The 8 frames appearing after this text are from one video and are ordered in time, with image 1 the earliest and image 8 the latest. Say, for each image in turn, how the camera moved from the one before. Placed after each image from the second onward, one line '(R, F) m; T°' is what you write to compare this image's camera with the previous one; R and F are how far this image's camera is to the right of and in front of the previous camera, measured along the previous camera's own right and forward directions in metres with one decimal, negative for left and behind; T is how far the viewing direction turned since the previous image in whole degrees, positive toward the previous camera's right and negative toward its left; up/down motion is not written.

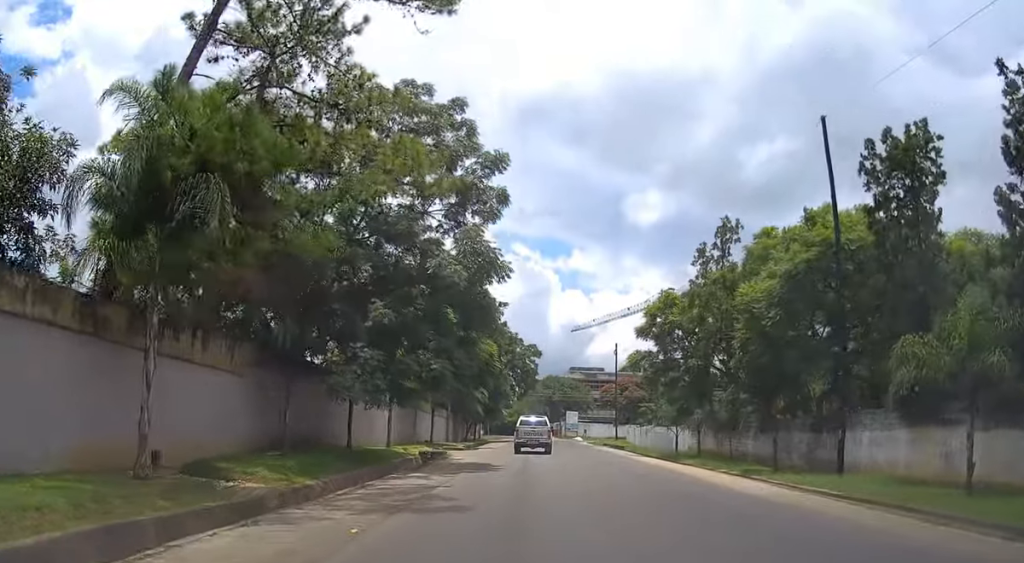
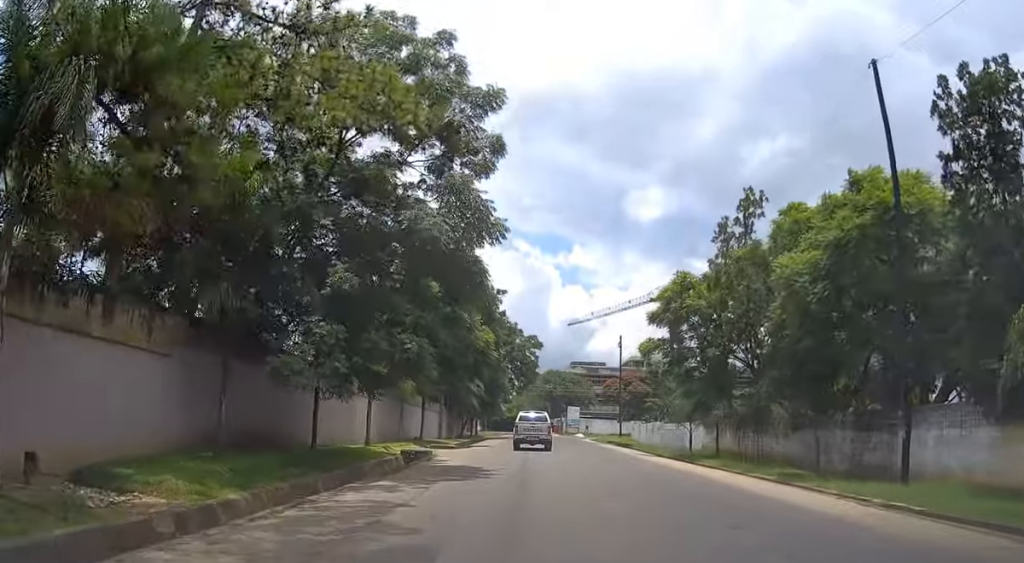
(+0.1, +4.2) m; 0°
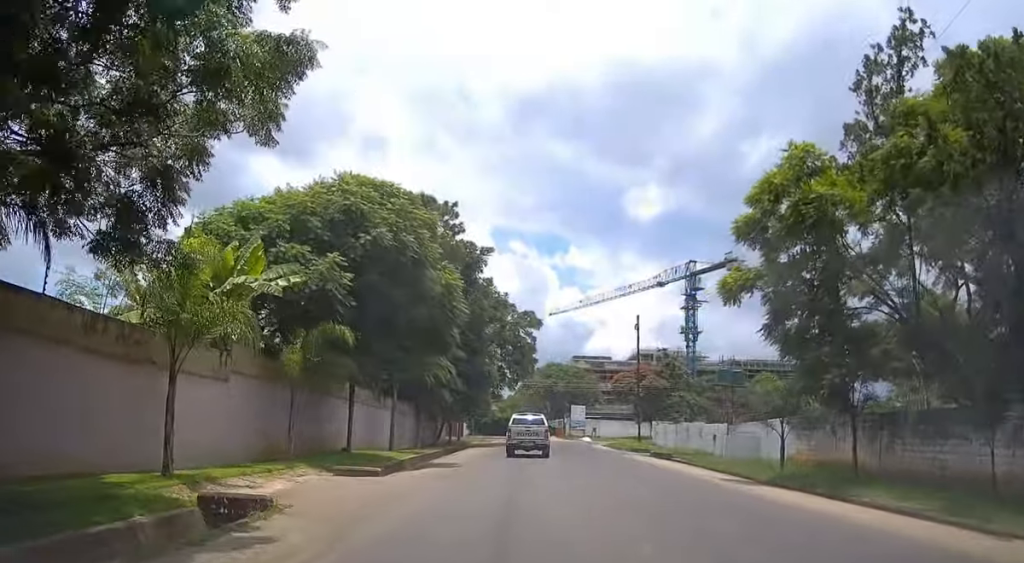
(-0.1, +16.5) m; 0°
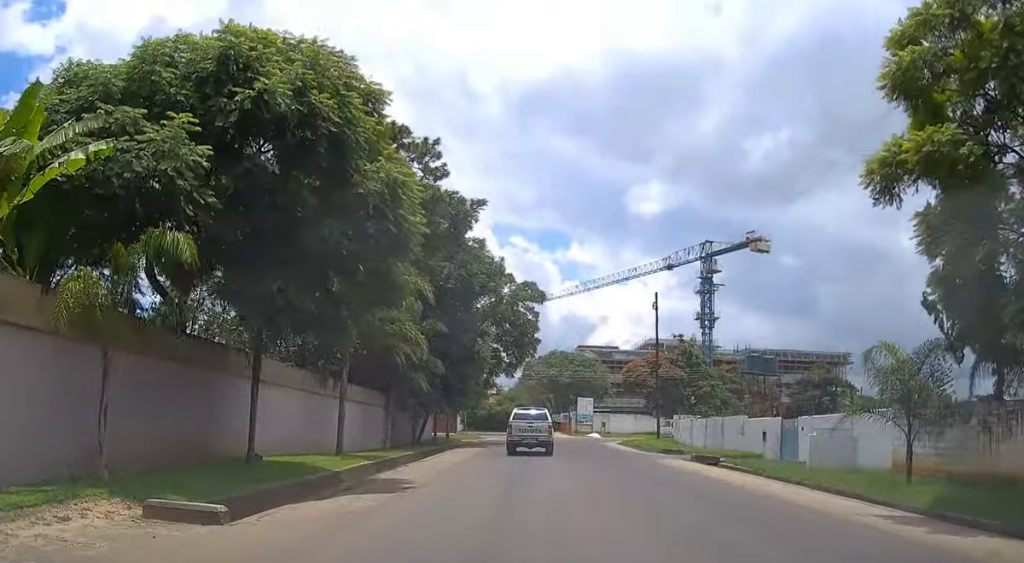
(0.0, +9.5) m; -1°
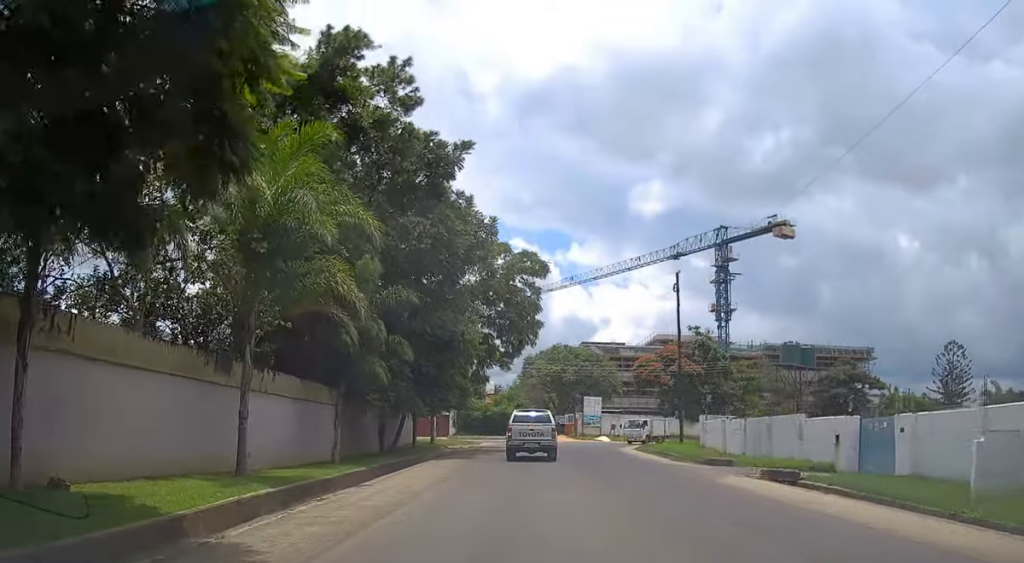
(-0.1, +8.8) m; 0°
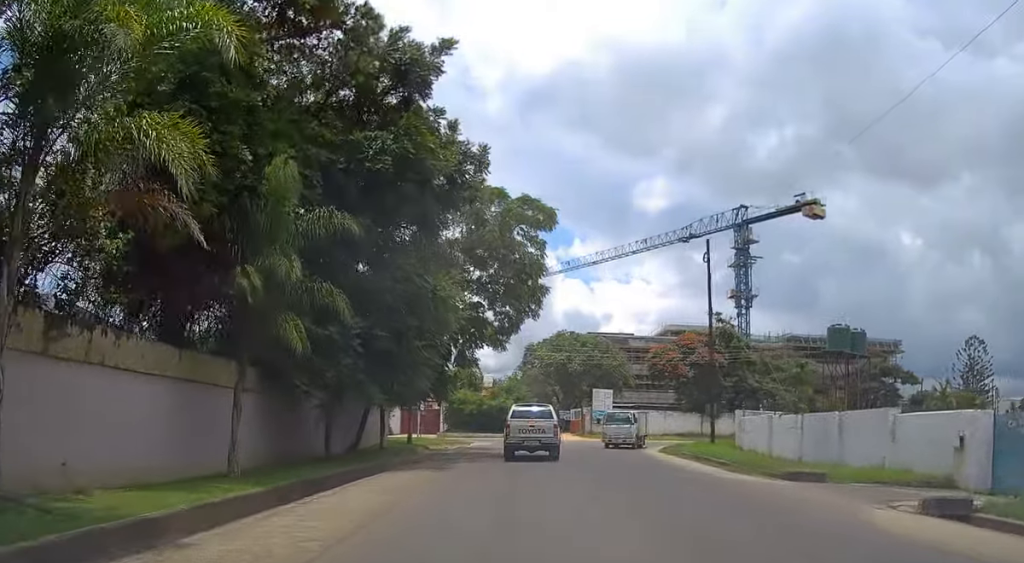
(+0.1, +8.9) m; +1°
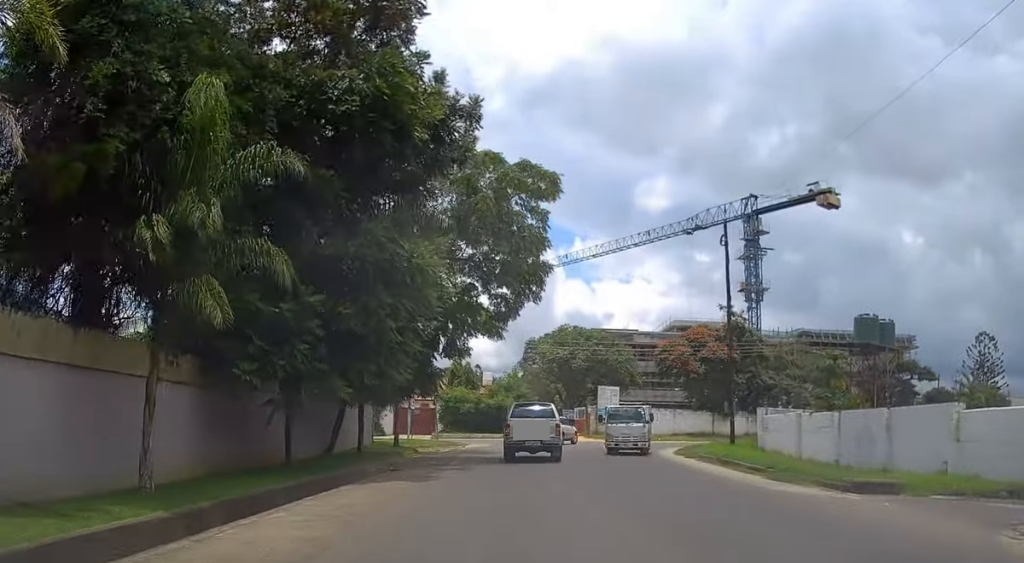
(0.0, +4.1) m; 0°
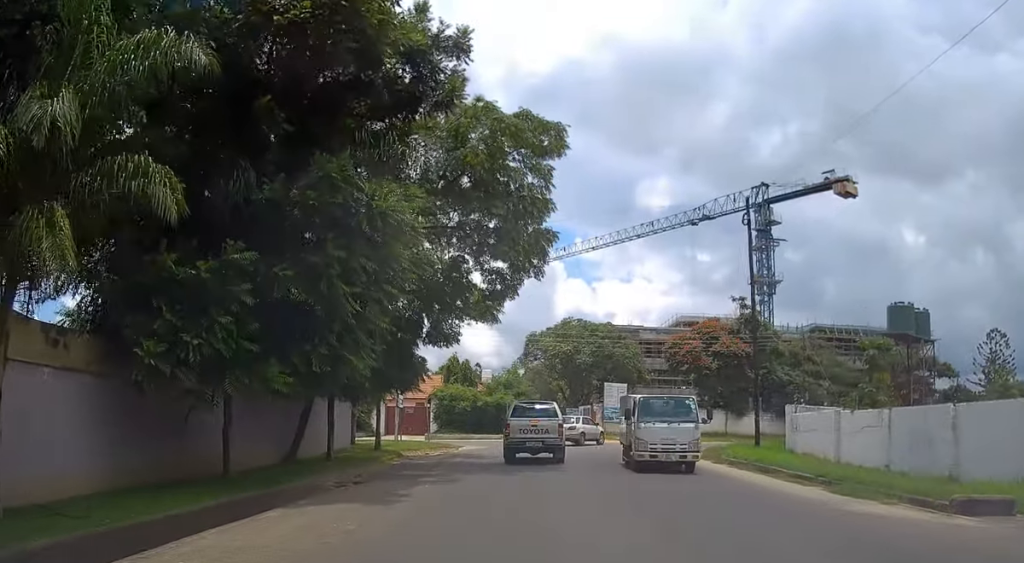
(0.0, +4.4) m; 0°
